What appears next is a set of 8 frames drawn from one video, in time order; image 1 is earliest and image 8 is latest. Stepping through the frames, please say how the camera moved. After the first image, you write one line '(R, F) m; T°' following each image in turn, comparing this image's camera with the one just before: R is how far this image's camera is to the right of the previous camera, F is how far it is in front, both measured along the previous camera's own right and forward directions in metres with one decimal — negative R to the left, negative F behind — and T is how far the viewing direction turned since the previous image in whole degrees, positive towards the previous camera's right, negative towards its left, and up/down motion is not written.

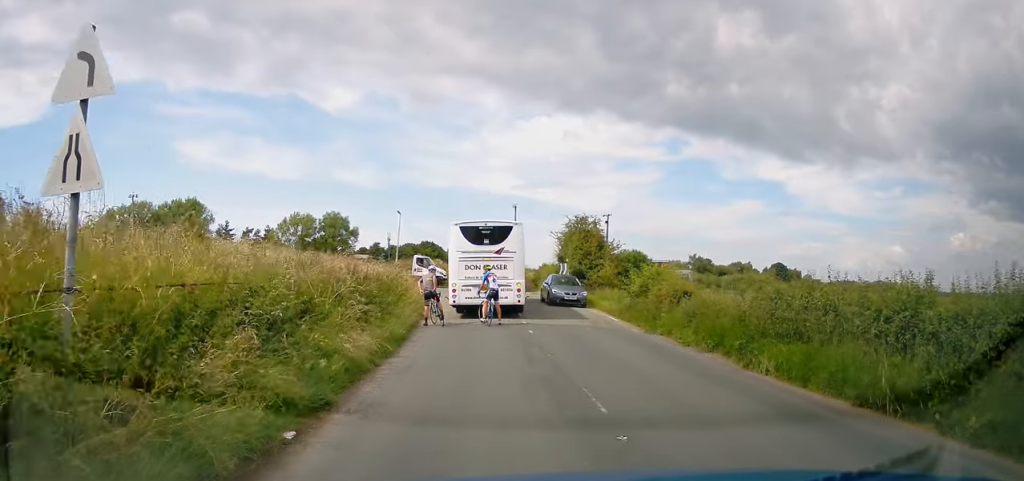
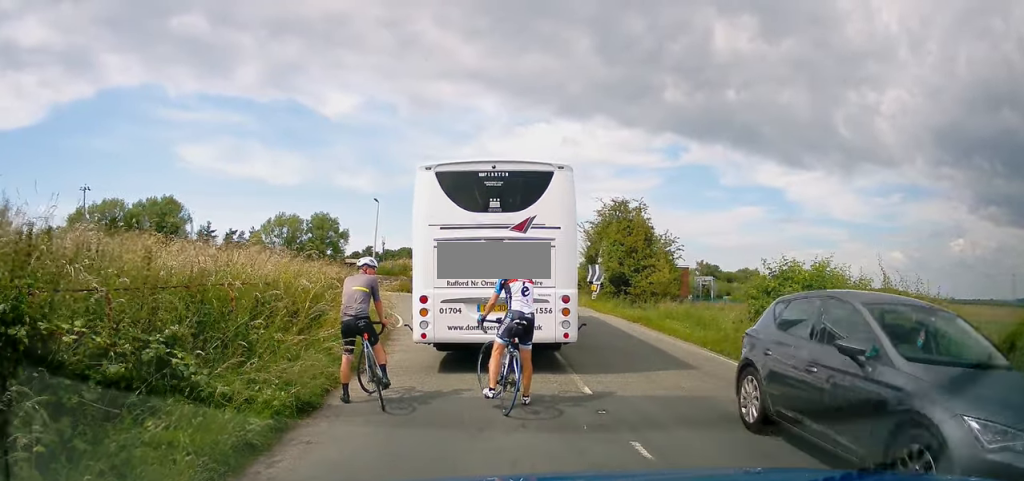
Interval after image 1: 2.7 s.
(0.0, +10.1) m; -2°
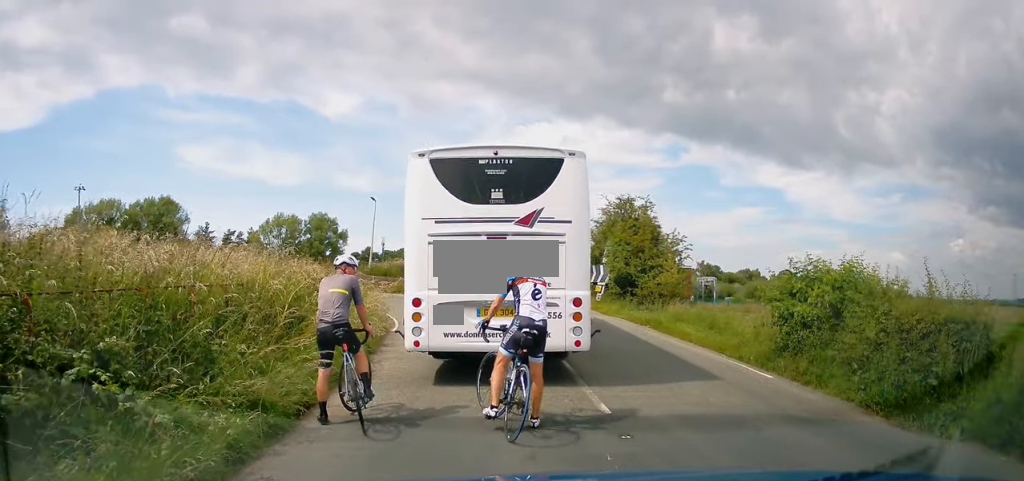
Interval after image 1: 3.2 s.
(0.0, +1.1) m; -1°
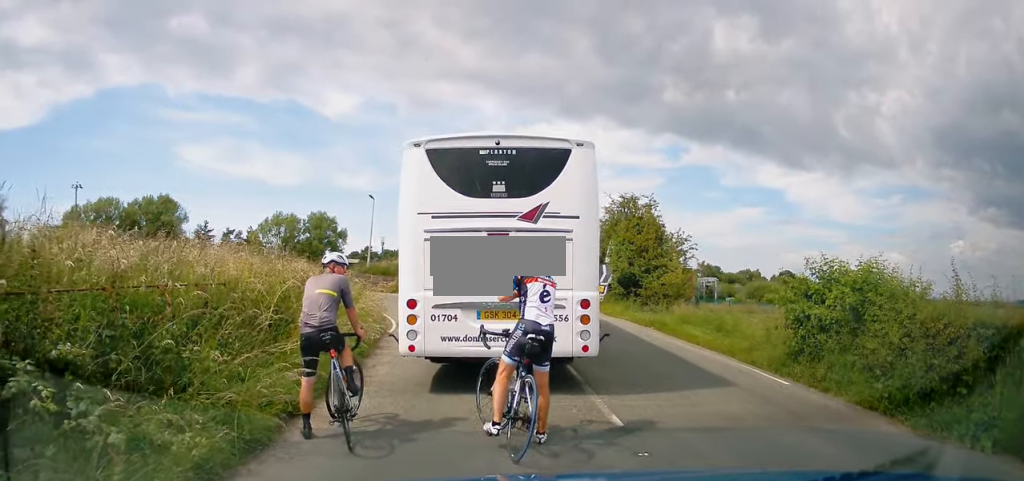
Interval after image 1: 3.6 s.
(-0.1, +0.5) m; 0°
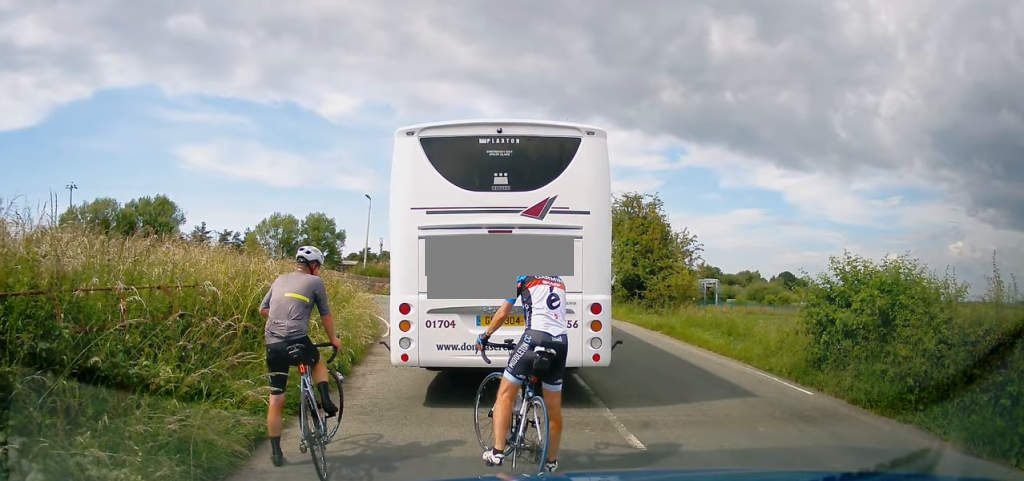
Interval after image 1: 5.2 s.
(+0.1, +1.0) m; 0°
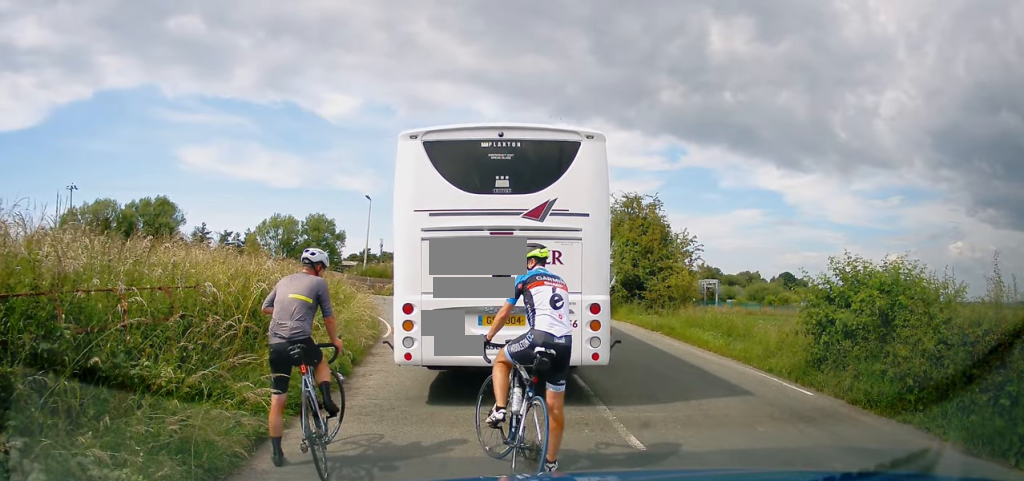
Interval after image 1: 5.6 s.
(0.0, 0.0) m; 0°
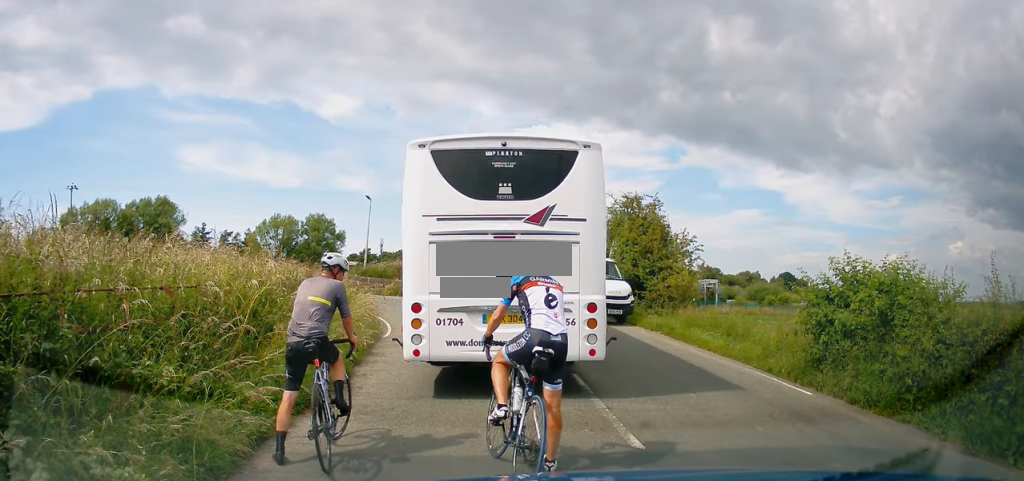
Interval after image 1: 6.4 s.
(0.0, 0.0) m; 0°
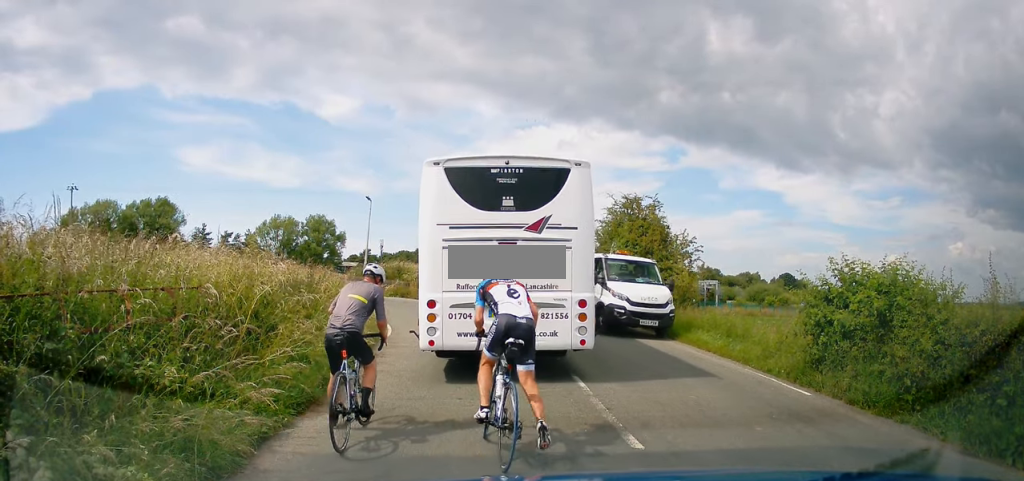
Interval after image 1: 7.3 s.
(0.0, +0.2) m; 0°
